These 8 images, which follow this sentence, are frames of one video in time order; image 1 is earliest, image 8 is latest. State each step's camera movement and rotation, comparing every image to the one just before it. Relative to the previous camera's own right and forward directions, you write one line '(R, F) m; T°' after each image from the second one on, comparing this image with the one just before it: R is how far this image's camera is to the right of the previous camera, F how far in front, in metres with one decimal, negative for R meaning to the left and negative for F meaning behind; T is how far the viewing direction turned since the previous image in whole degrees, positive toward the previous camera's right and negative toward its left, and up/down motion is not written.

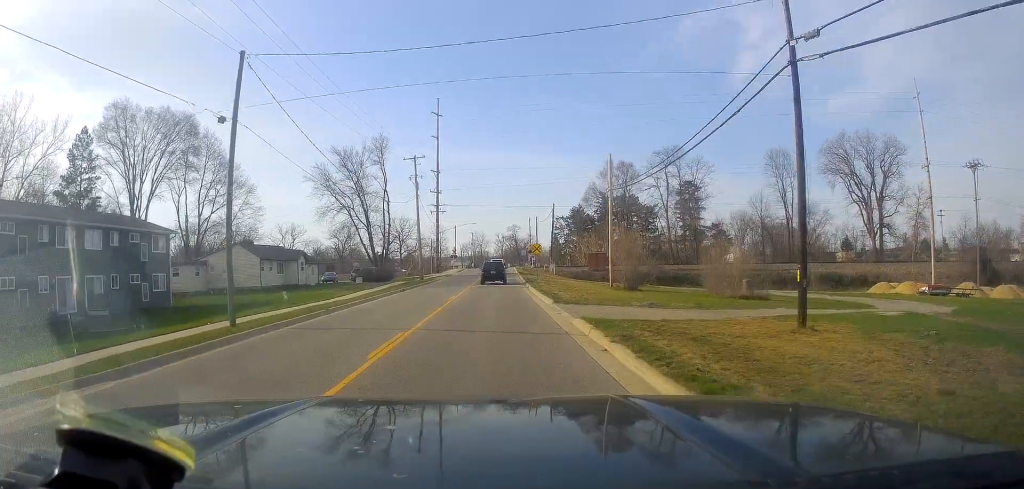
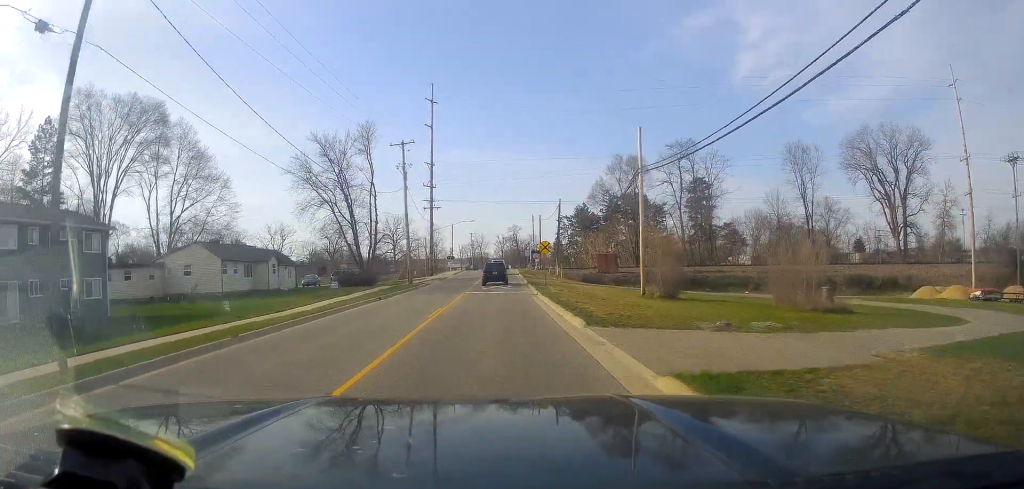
(+0.5, +8.4) m; 0°
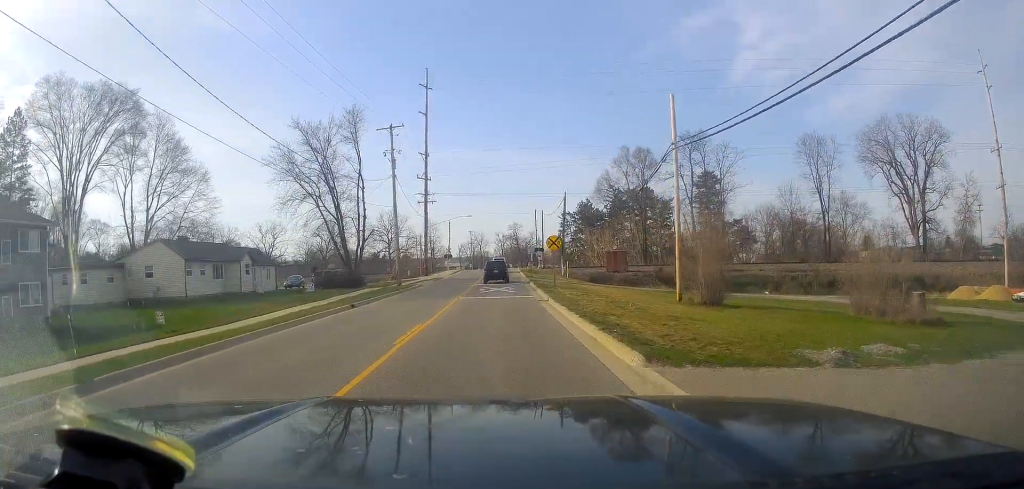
(+0.1, +6.2) m; 0°
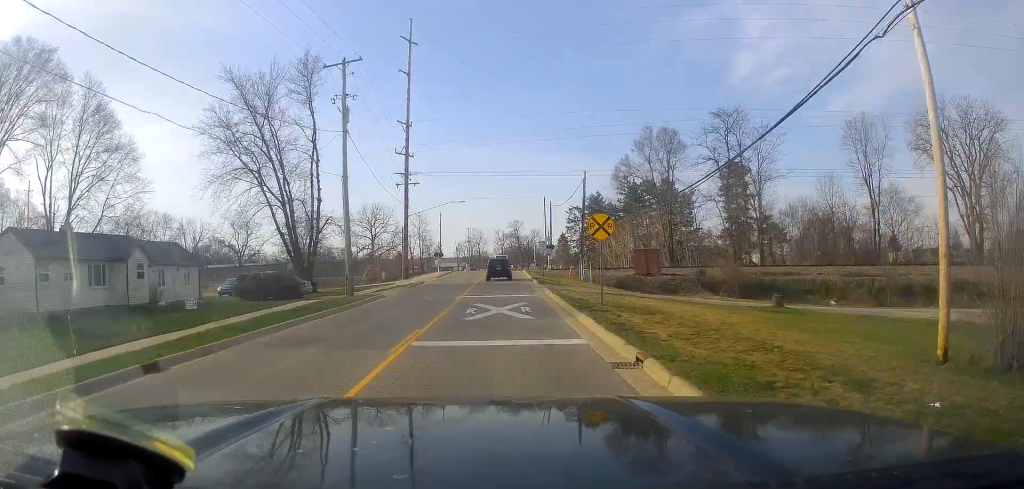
(-0.3, +16.1) m; +1°
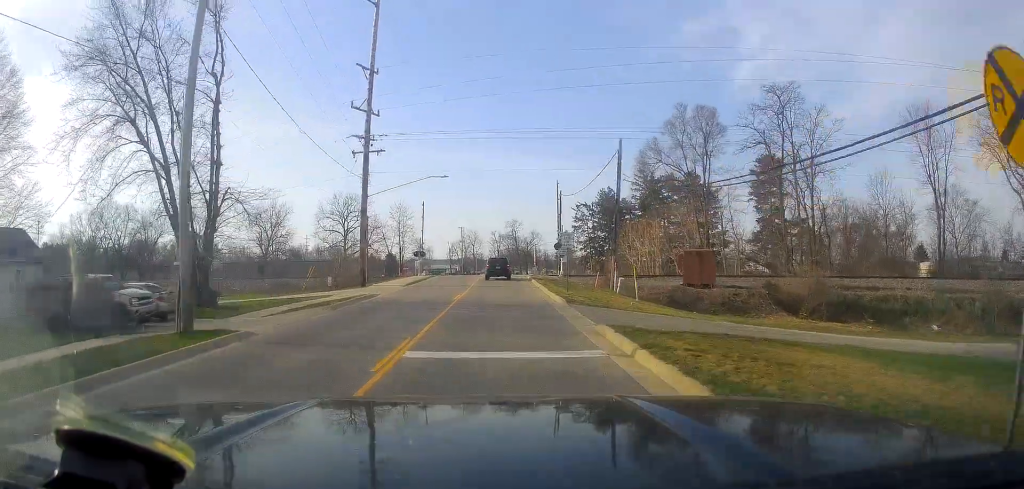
(+0.2, +17.2) m; +1°
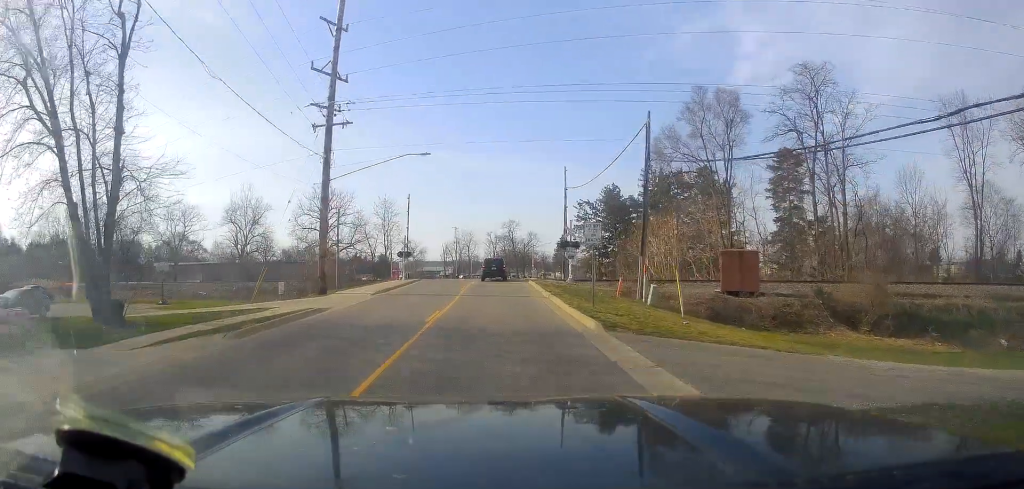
(+0.1, +8.4) m; +1°
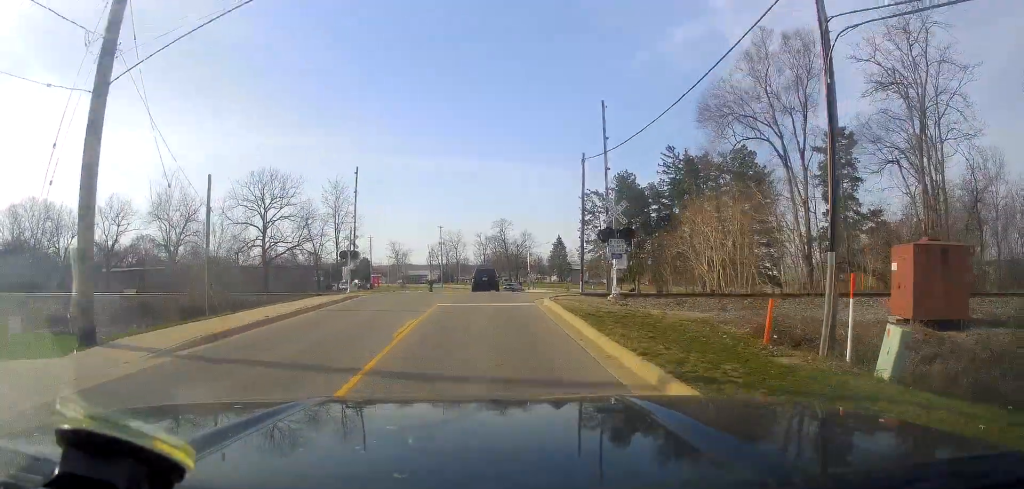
(+0.2, +18.6) m; -3°
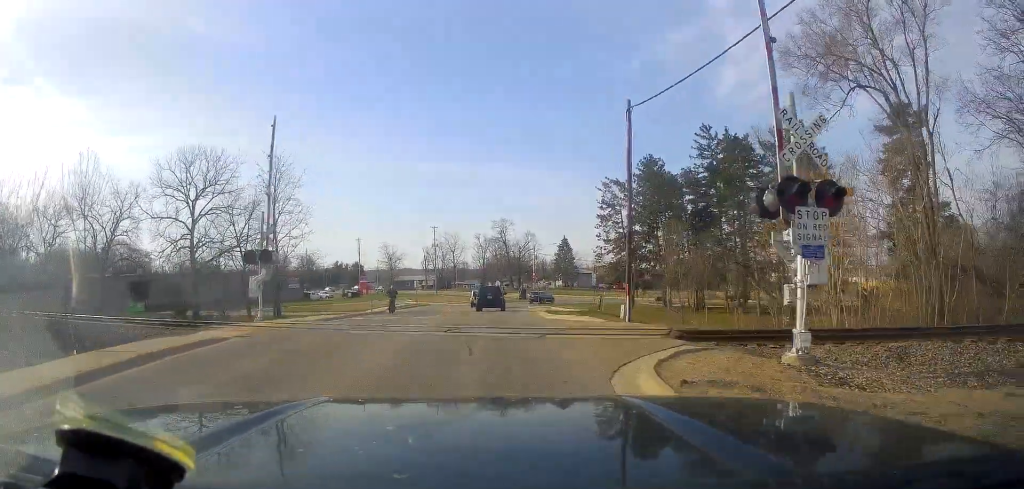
(-0.4, +15.4) m; +2°
